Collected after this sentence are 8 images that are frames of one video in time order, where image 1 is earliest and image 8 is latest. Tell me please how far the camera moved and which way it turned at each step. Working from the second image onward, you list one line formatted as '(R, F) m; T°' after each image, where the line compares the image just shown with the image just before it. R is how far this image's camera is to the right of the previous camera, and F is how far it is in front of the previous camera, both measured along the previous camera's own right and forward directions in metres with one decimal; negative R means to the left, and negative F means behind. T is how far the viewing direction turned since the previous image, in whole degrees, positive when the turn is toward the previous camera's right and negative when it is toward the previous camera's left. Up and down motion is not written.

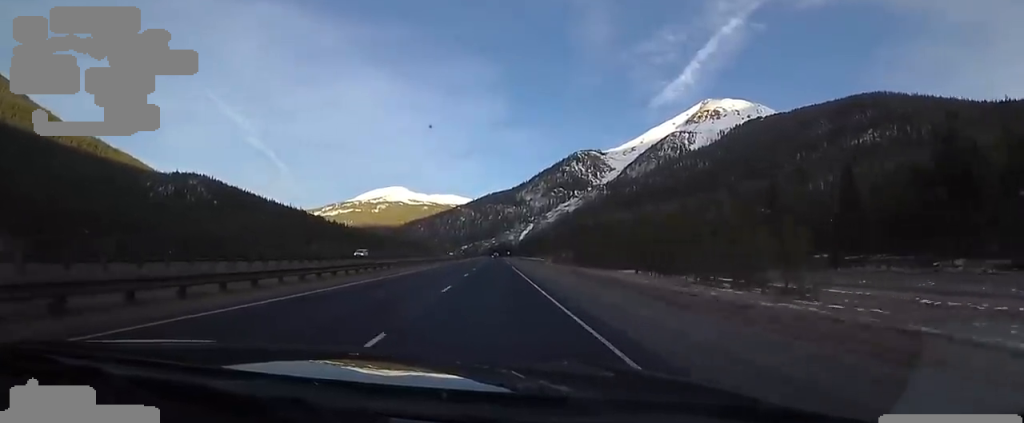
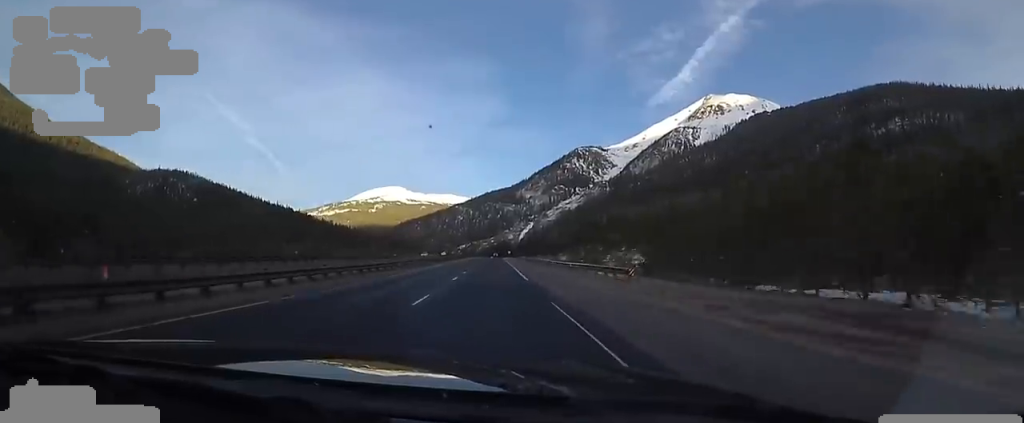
(-0.9, +40.3) m; -3°
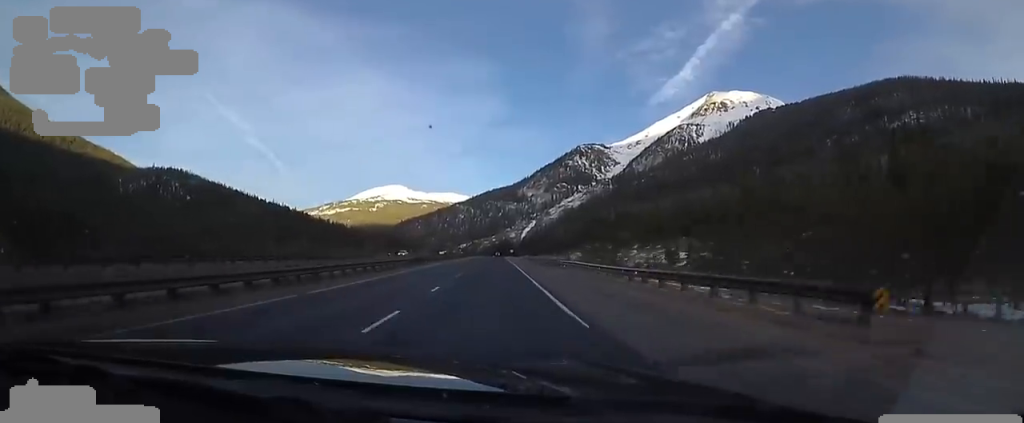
(-0.8, +16.3) m; 0°
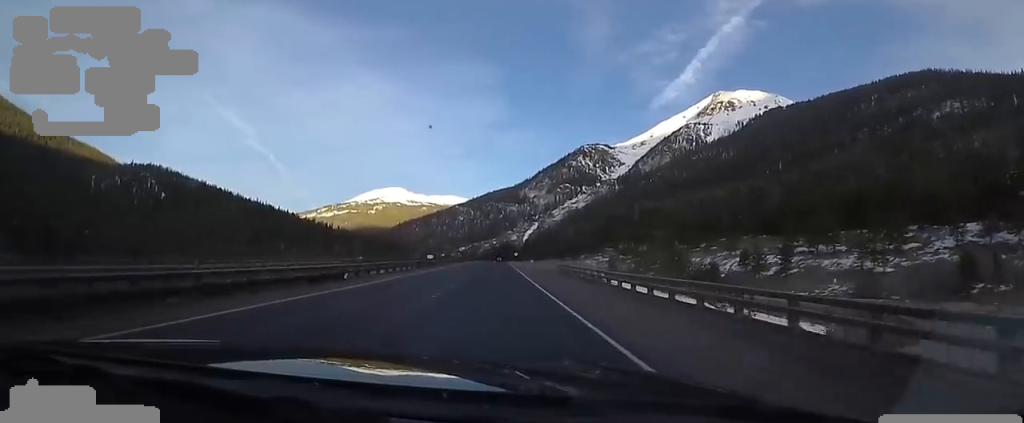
(+0.7, +48.2) m; 0°
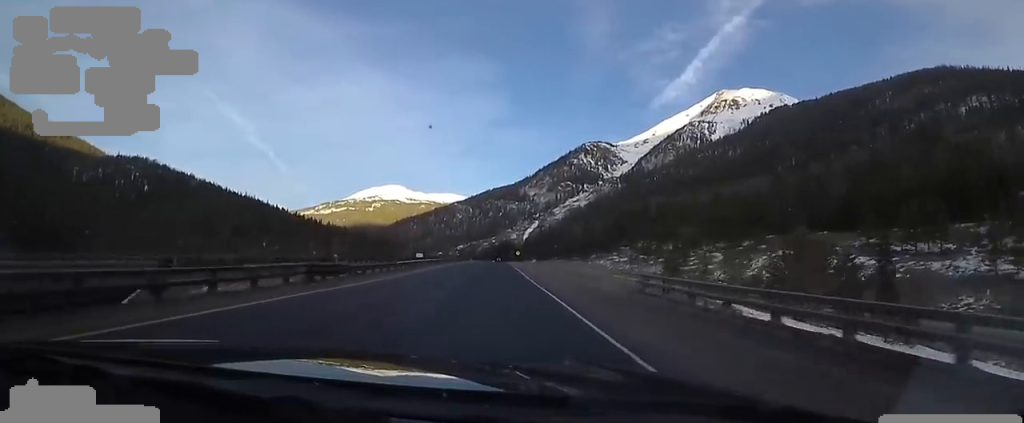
(-0.5, +26.9) m; +1°
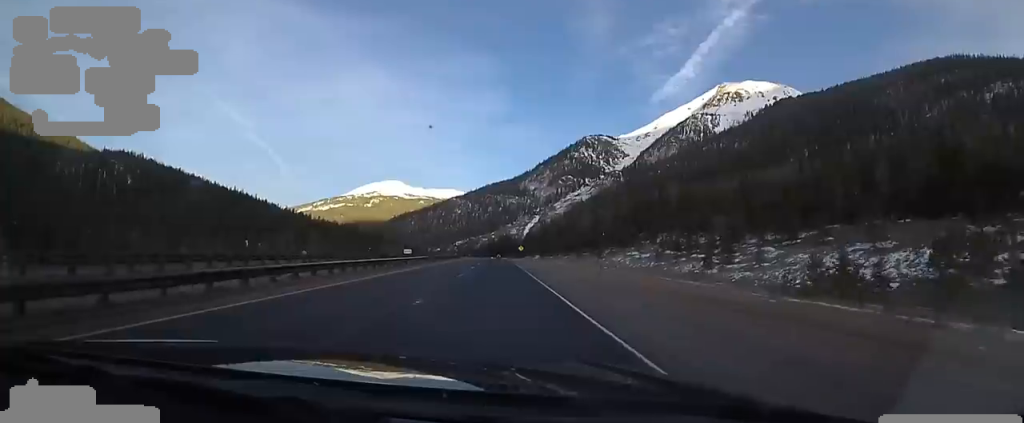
(+0.9, +25.1) m; +2°
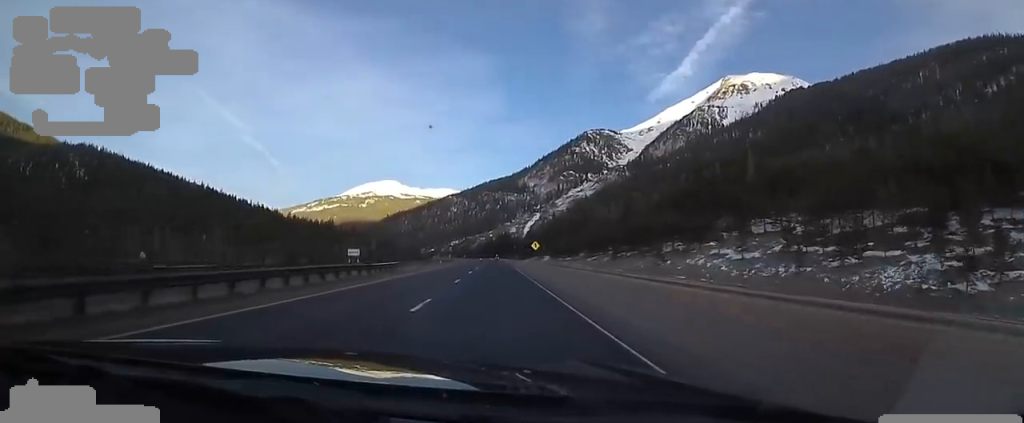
(-2.9, +61.9) m; -3°
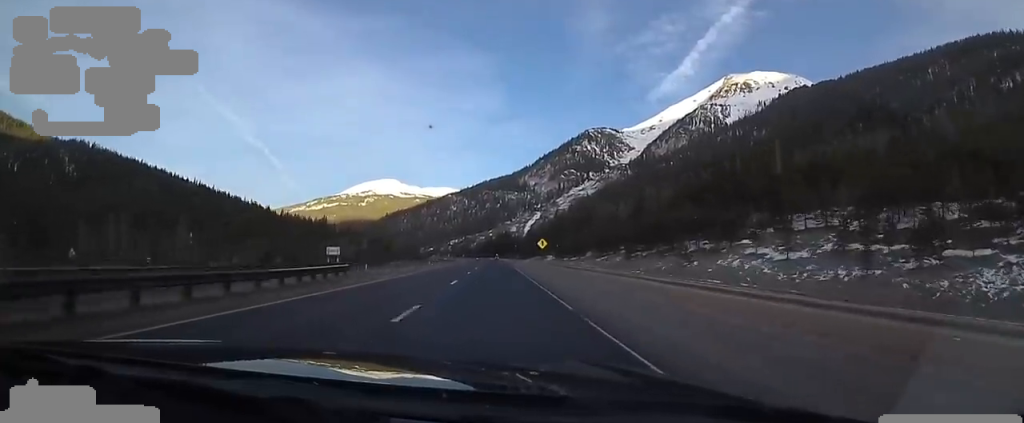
(+0.6, +13.5) m; +1°
